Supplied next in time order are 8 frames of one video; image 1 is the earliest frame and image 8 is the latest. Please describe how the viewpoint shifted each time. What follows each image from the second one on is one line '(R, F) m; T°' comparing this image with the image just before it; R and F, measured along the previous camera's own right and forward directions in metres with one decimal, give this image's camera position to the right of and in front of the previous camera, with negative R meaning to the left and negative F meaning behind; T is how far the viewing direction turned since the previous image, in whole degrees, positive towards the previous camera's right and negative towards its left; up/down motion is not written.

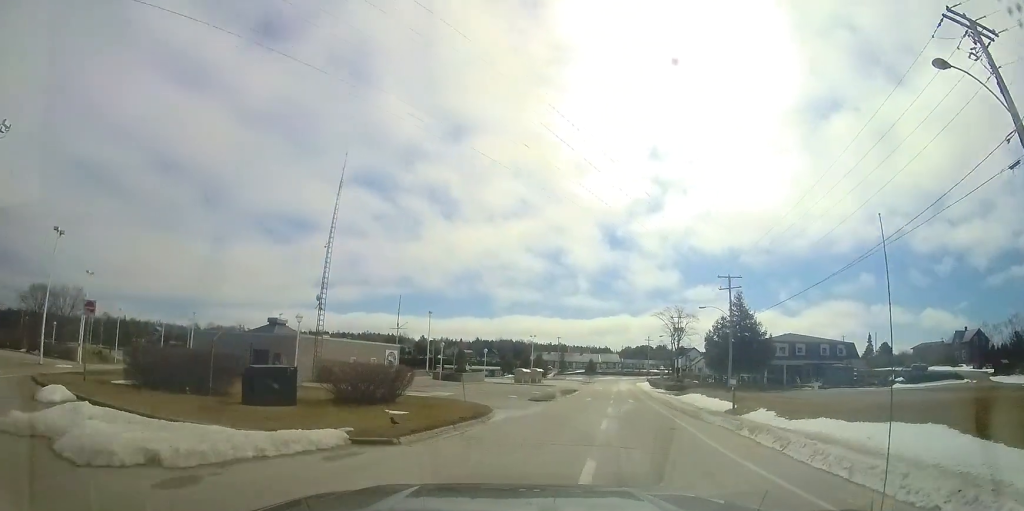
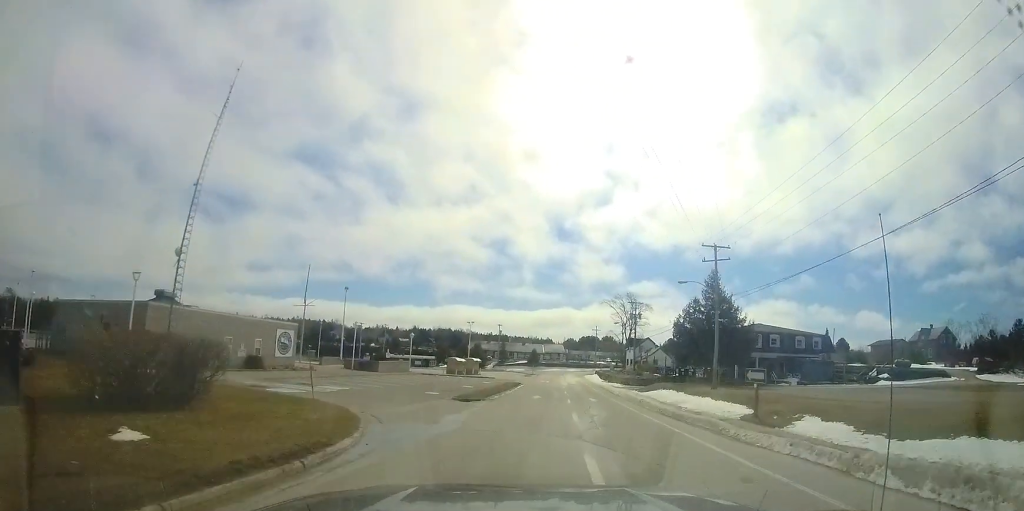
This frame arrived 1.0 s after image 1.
(+0.7, +8.7) m; +5°
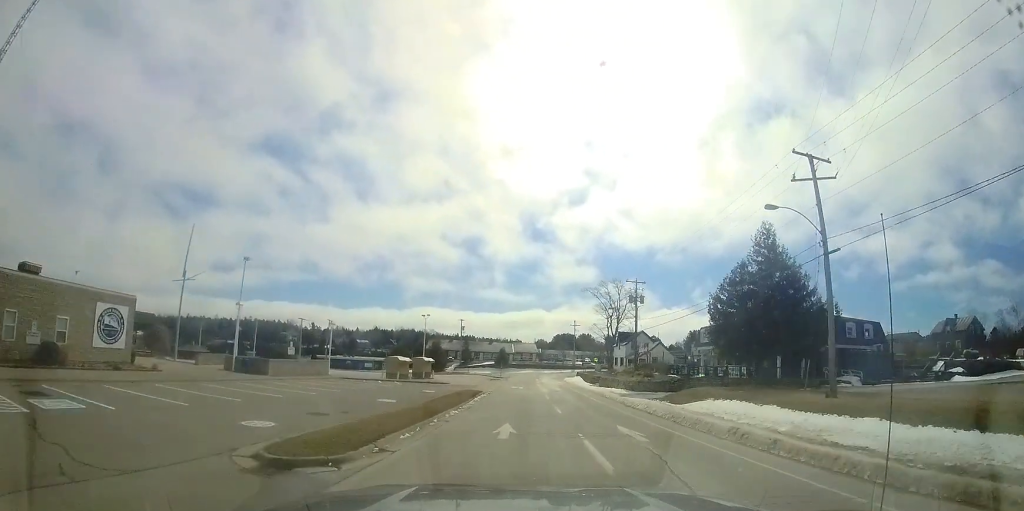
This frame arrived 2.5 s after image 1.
(+0.1, +14.6) m; +4°
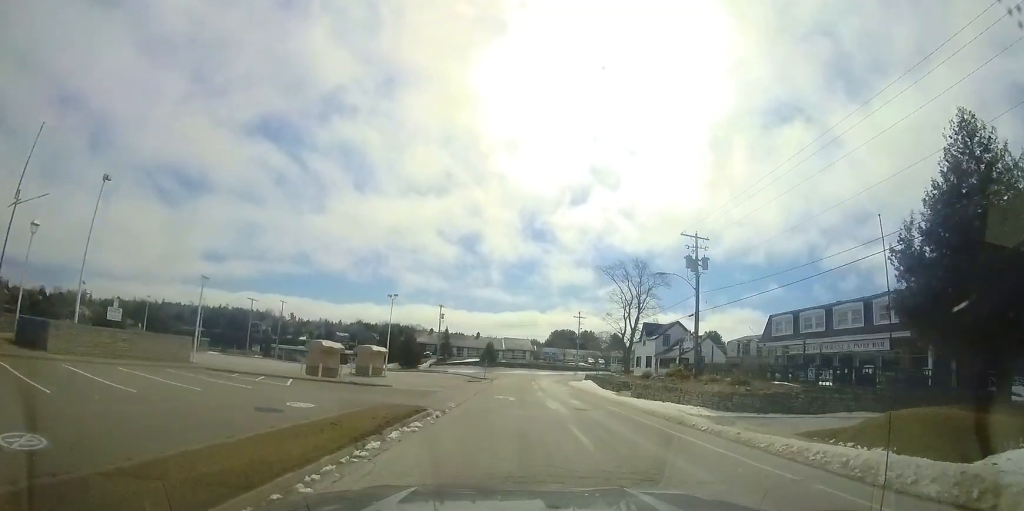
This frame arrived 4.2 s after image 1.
(+1.1, +17.2) m; +5°
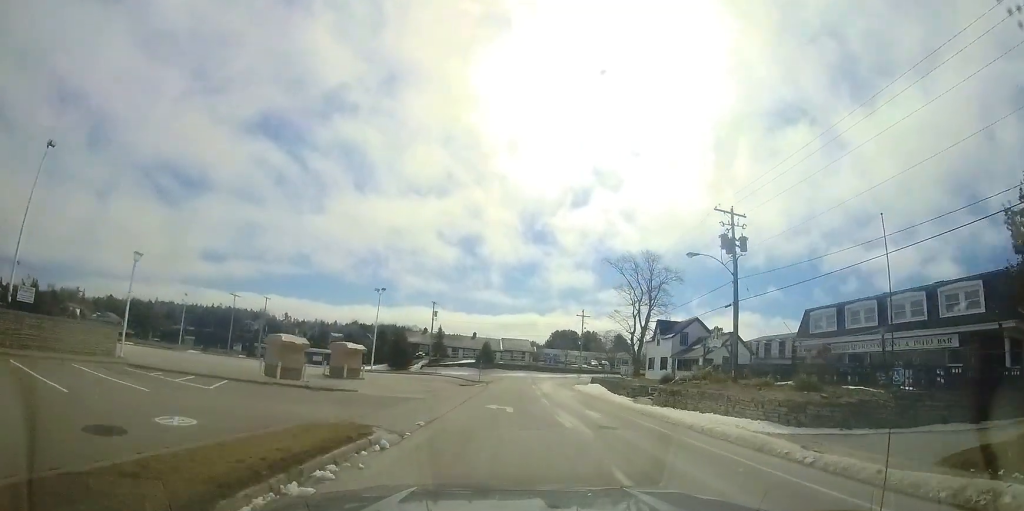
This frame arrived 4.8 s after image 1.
(0.0, +5.5) m; +1°
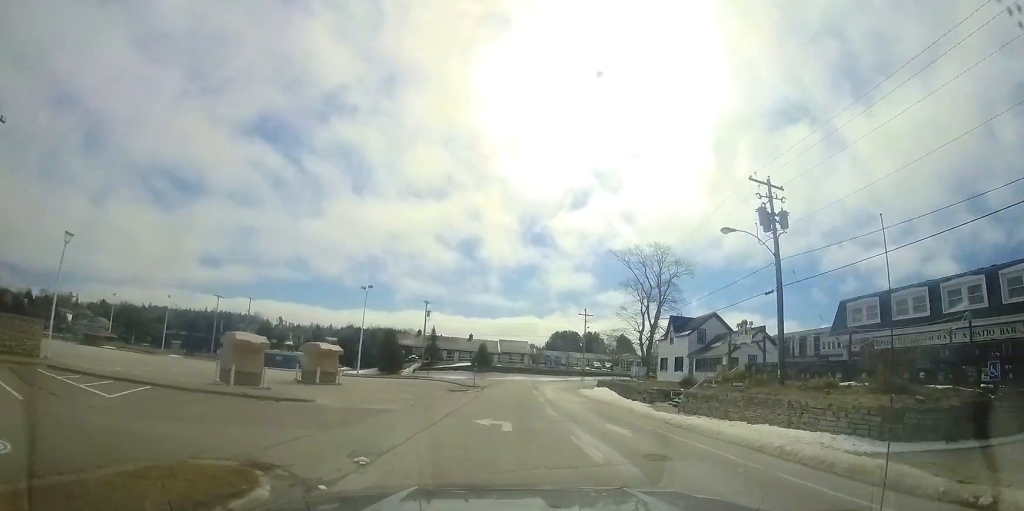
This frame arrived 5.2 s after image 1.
(+0.1, +4.6) m; 0°
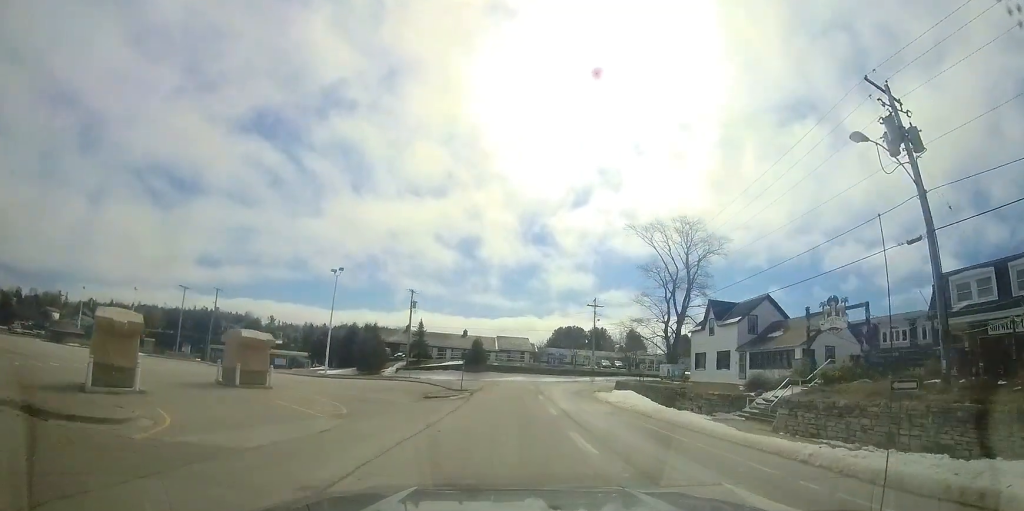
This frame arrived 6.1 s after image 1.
(0.0, +9.1) m; 0°
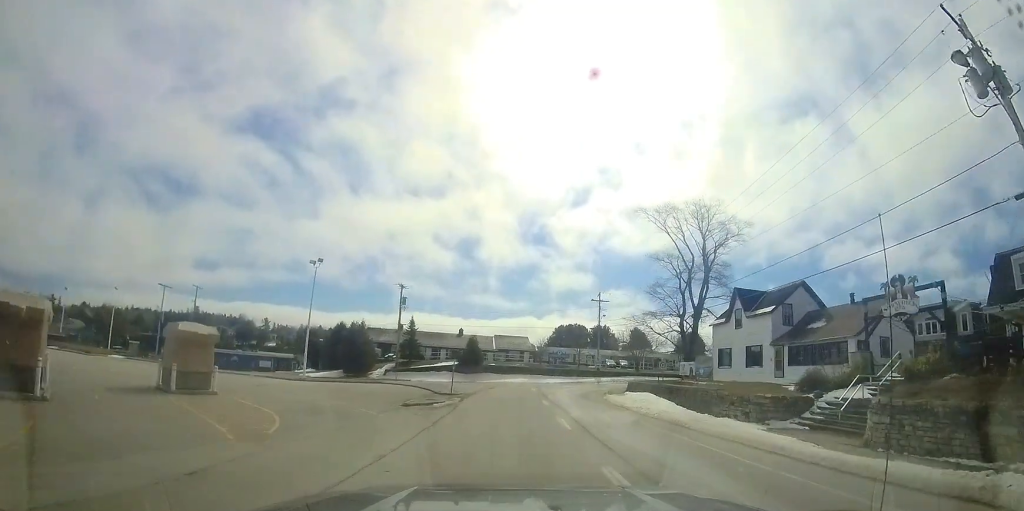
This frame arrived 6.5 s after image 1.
(-0.1, +4.5) m; 0°
